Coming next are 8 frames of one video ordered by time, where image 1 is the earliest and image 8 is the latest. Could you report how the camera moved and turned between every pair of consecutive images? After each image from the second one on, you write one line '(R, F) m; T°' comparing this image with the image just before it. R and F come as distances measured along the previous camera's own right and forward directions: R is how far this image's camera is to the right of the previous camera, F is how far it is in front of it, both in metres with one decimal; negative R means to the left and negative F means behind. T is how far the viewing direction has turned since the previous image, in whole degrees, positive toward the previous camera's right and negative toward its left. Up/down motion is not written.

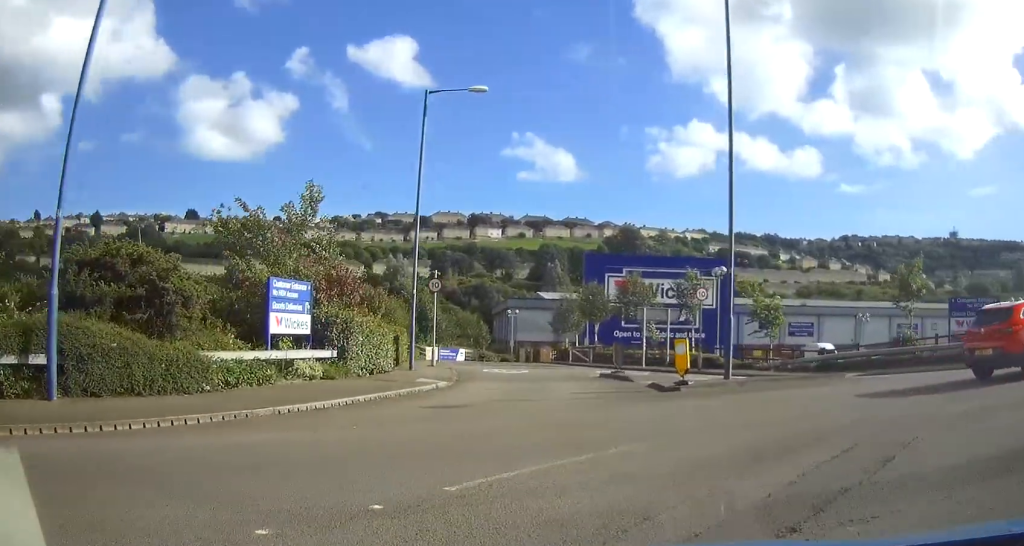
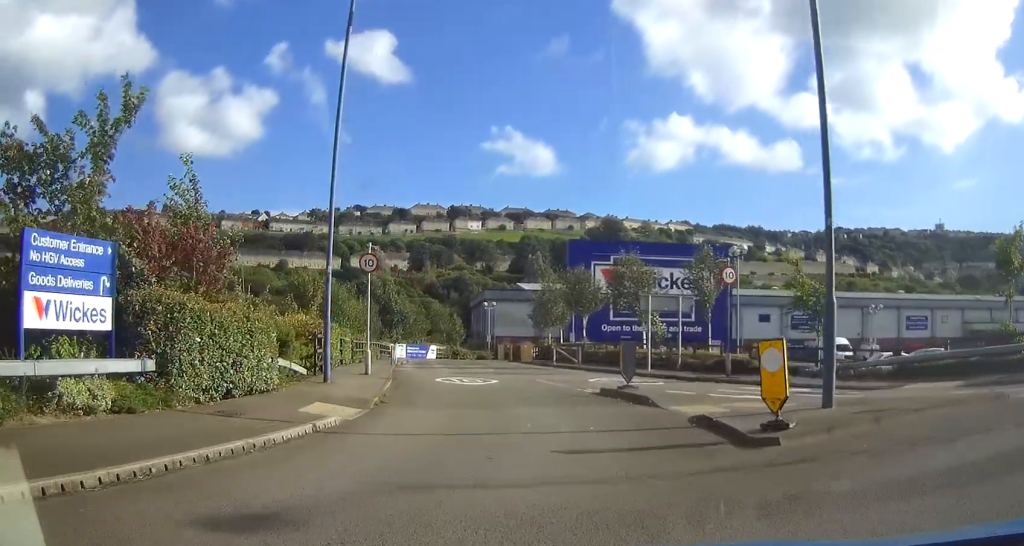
(+1.1, +8.8) m; +7°
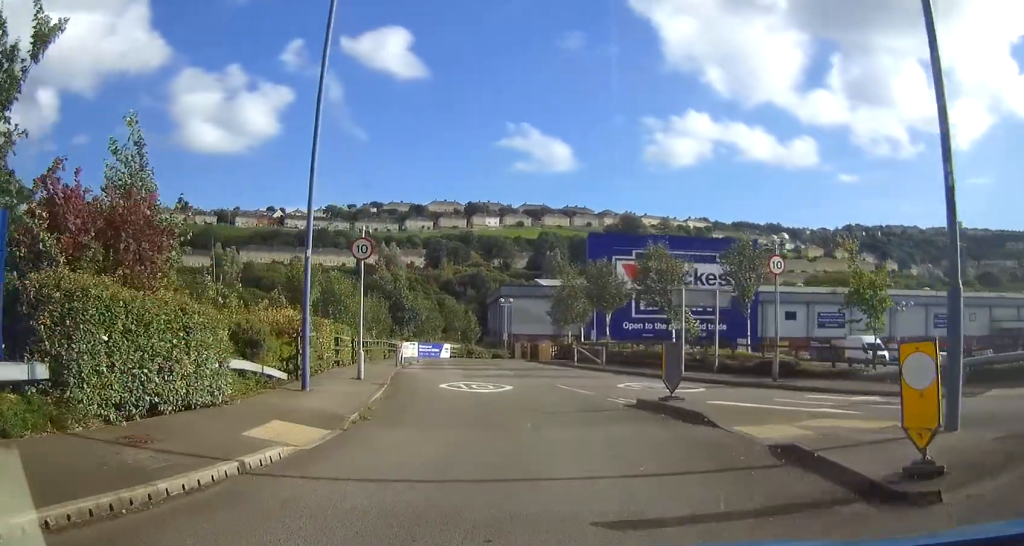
(+0.1, +3.5) m; 0°
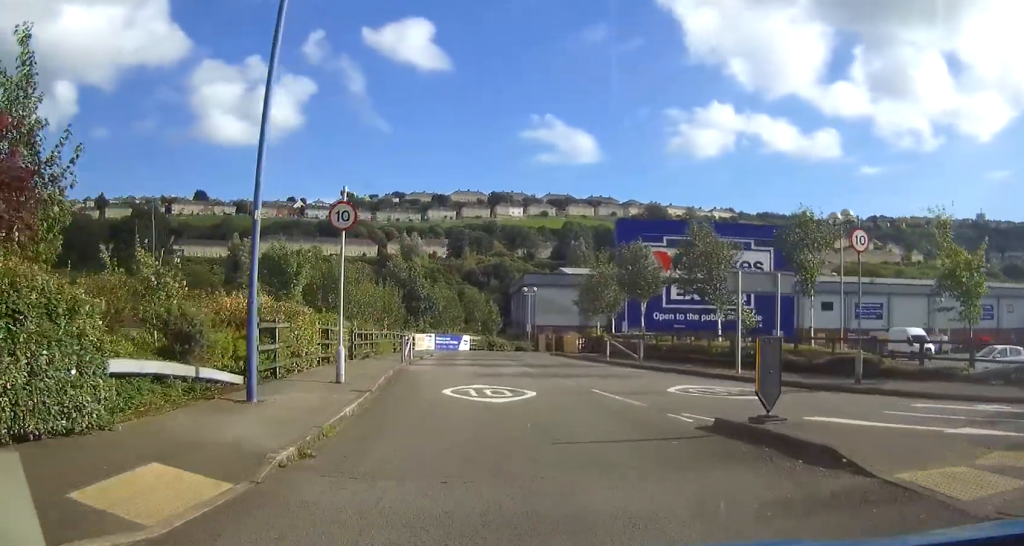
(0.0, +4.6) m; -1°
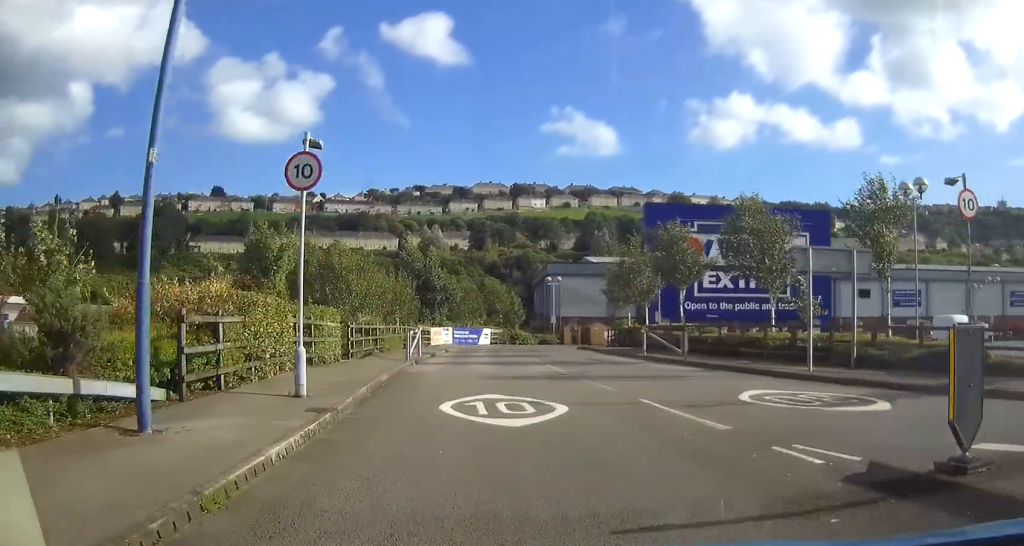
(0.0, +4.2) m; -3°
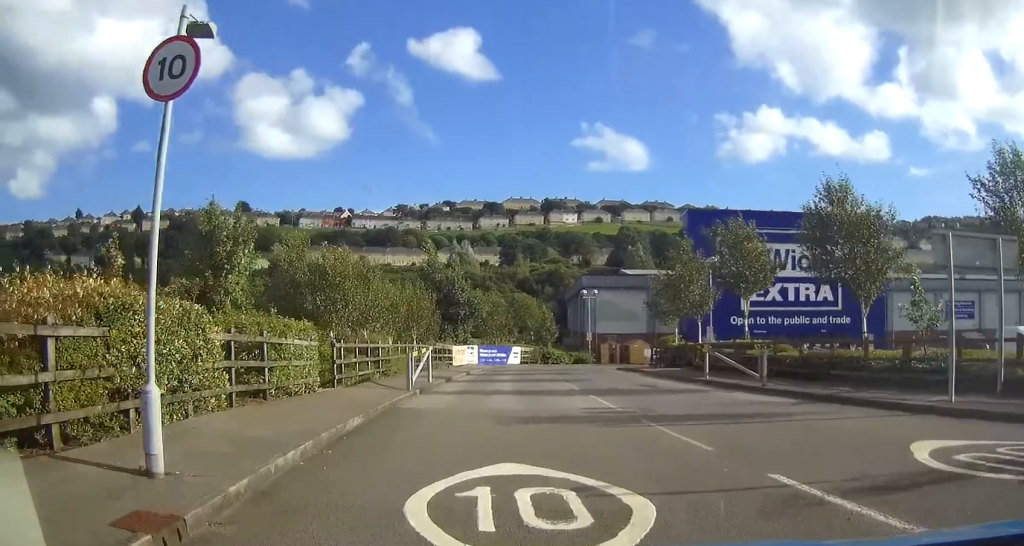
(-0.2, +5.5) m; -4°
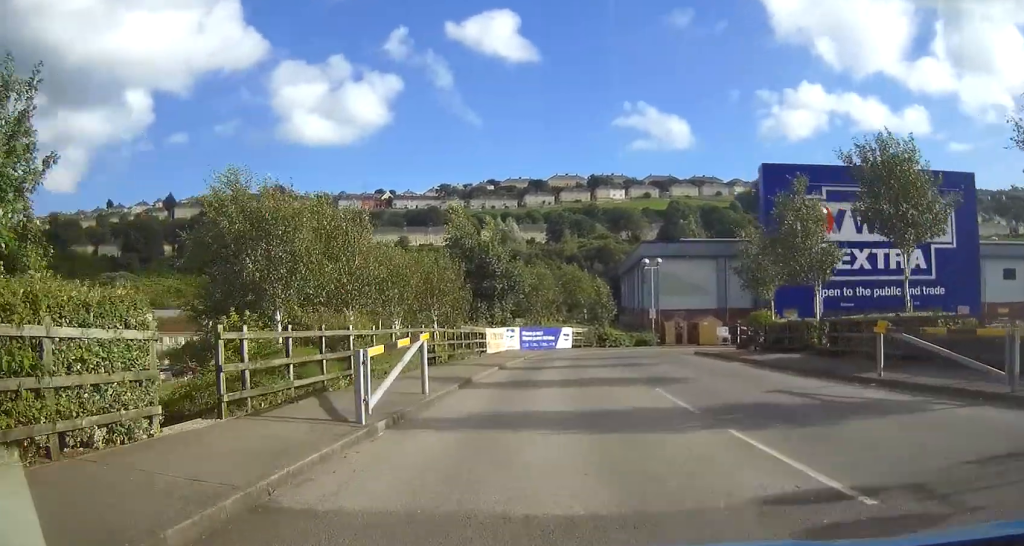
(-0.7, +9.6) m; -6°
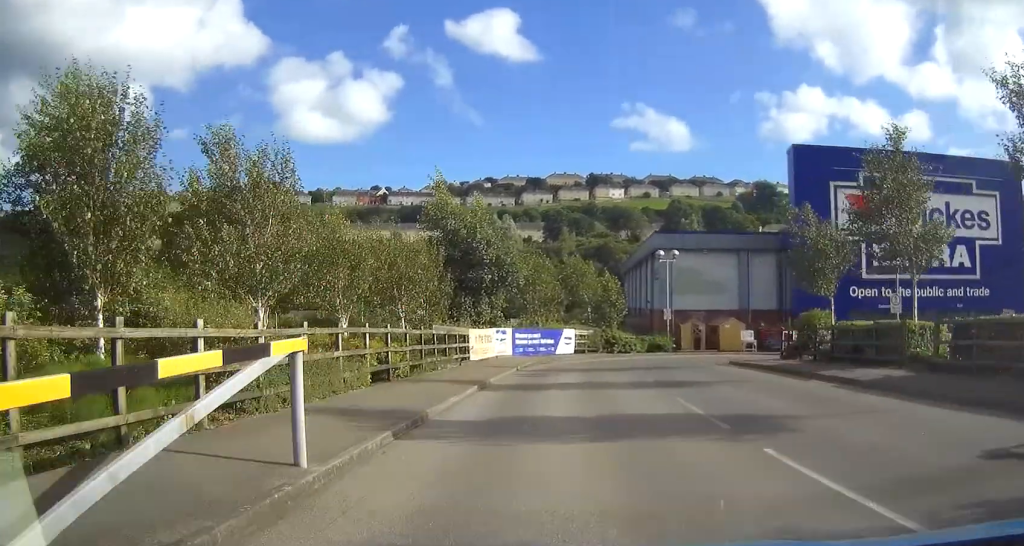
(-0.1, +7.5) m; 0°
